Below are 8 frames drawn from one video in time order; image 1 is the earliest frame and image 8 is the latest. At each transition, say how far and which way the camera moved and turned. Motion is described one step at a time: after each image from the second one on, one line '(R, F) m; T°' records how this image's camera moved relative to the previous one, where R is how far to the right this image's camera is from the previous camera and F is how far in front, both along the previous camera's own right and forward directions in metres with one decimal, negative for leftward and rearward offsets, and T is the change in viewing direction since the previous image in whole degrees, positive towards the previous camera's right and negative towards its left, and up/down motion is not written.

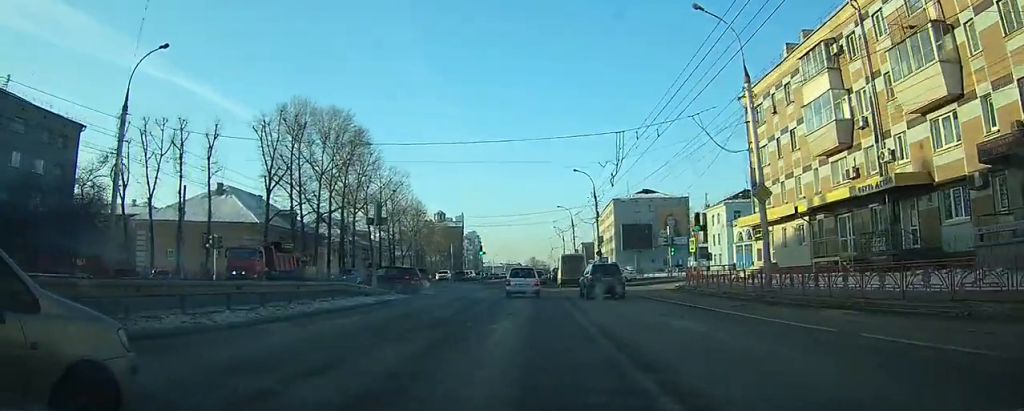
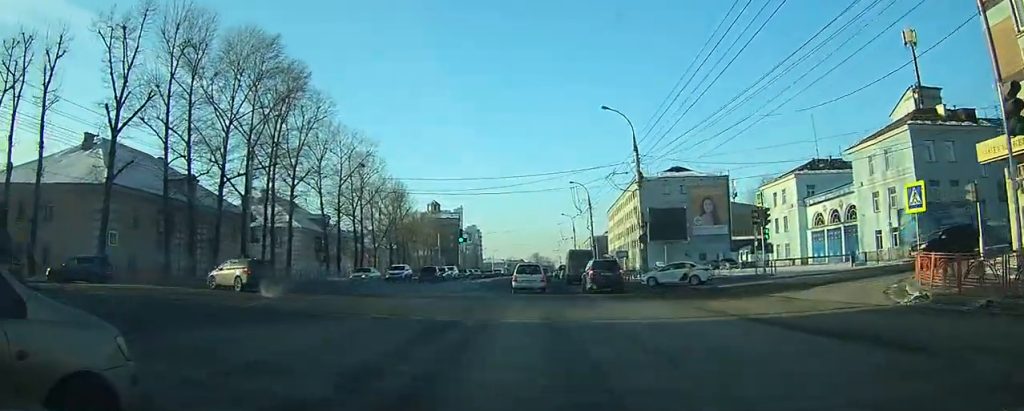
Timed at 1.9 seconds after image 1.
(+0.1, +25.4) m; 0°
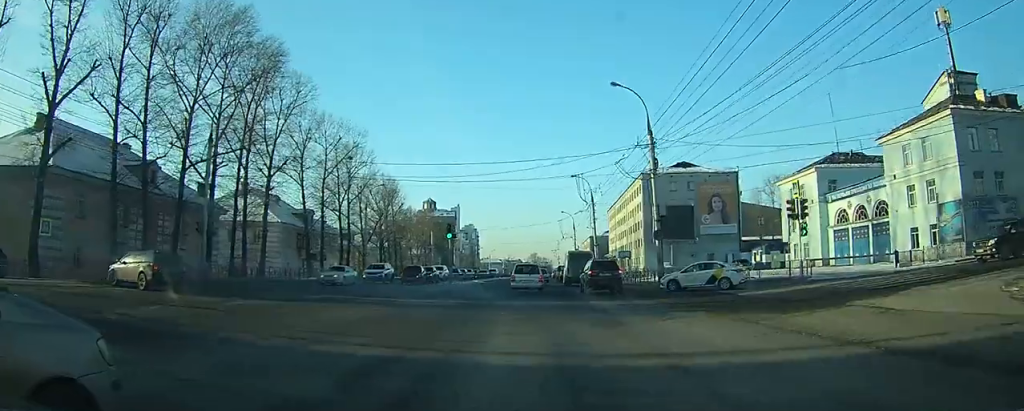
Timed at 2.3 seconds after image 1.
(0.0, +6.0) m; 0°
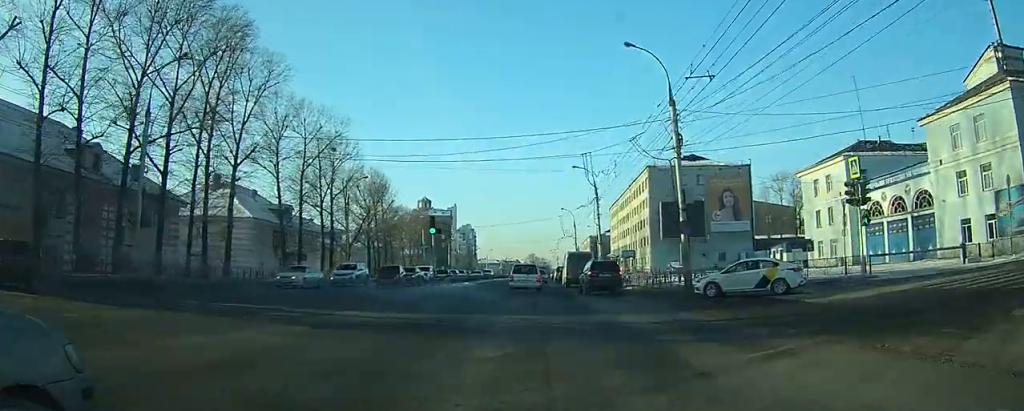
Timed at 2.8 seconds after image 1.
(0.0, +7.0) m; 0°
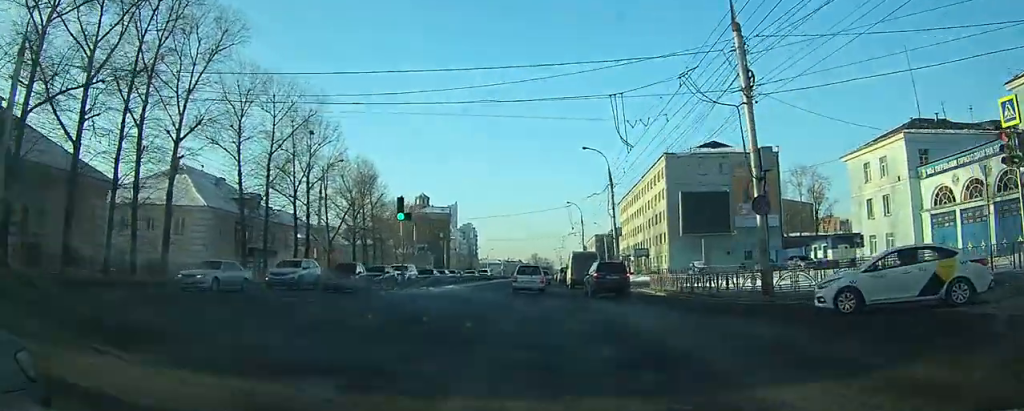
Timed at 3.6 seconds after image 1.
(0.0, +10.4) m; 0°
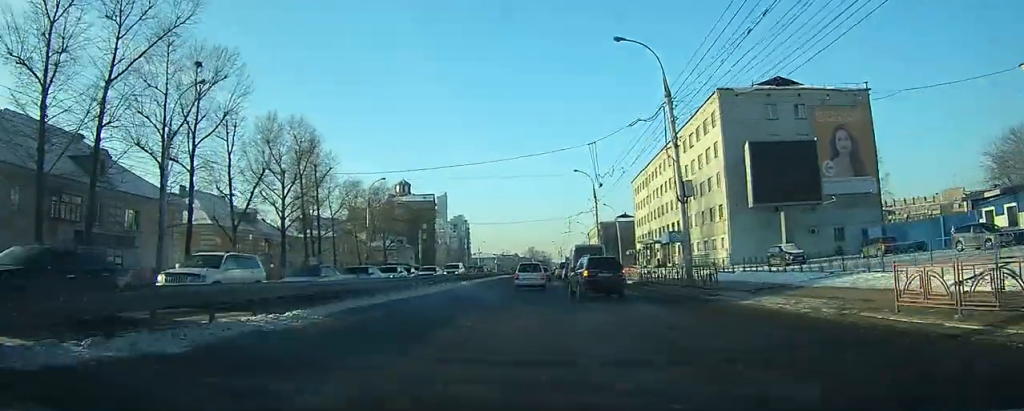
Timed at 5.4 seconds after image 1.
(+0.2, +26.5) m; +1°
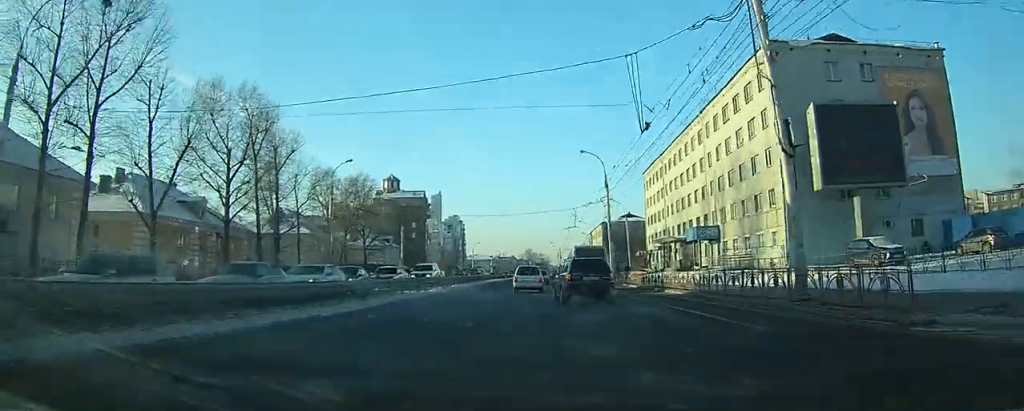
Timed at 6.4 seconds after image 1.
(0.0, +13.1) m; -1°
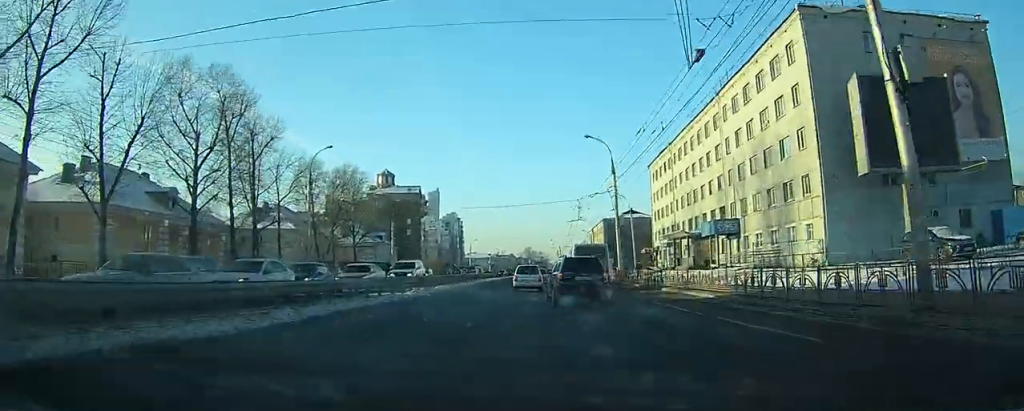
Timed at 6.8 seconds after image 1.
(0.0, +6.0) m; 0°
